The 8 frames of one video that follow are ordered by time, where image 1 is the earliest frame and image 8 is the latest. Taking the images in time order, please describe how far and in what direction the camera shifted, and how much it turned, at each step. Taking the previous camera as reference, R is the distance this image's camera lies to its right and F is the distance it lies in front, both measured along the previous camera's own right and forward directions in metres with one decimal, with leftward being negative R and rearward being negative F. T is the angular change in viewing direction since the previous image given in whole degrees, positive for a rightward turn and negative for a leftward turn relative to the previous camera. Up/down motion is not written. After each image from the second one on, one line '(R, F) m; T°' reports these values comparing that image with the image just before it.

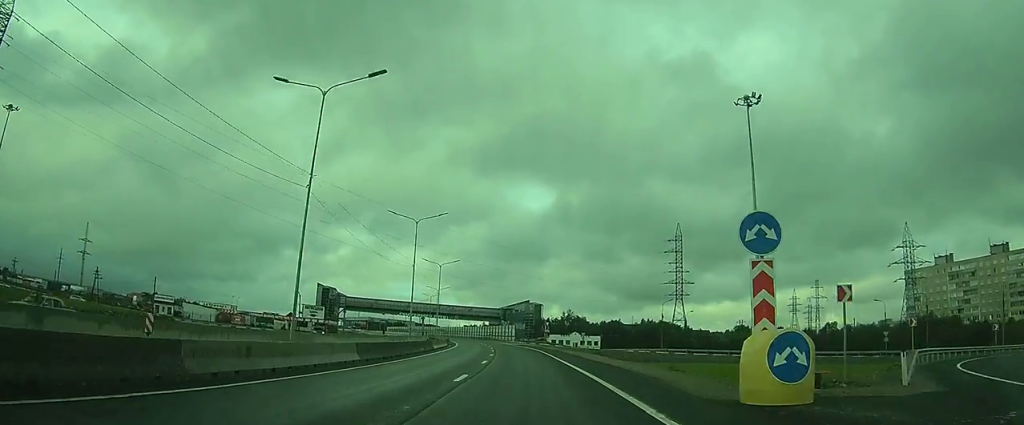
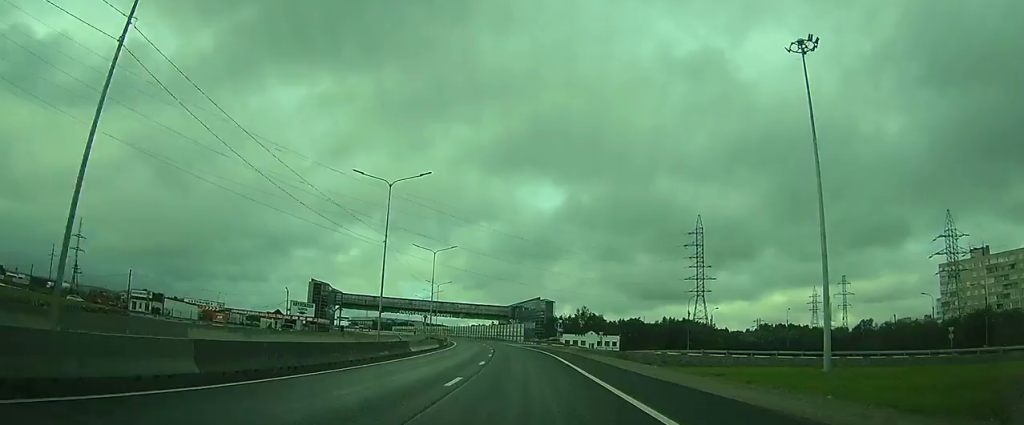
(-0.3, +14.1) m; -1°
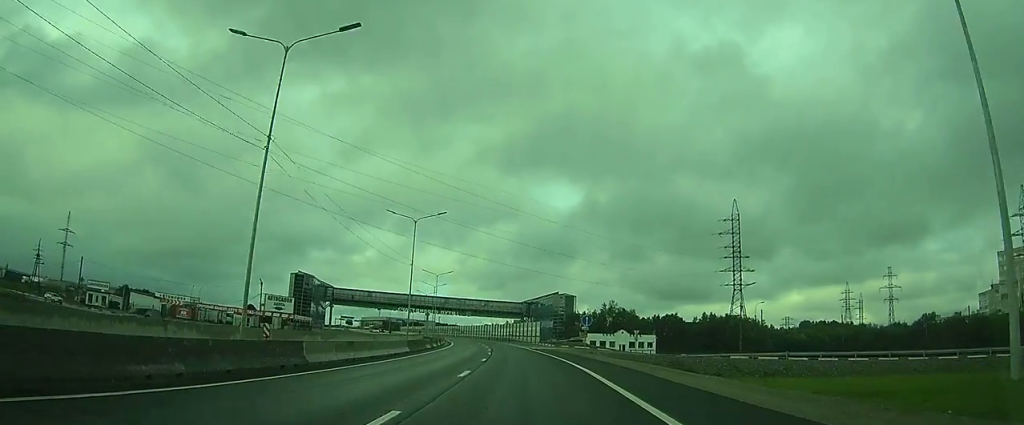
(0.0, +21.3) m; 0°
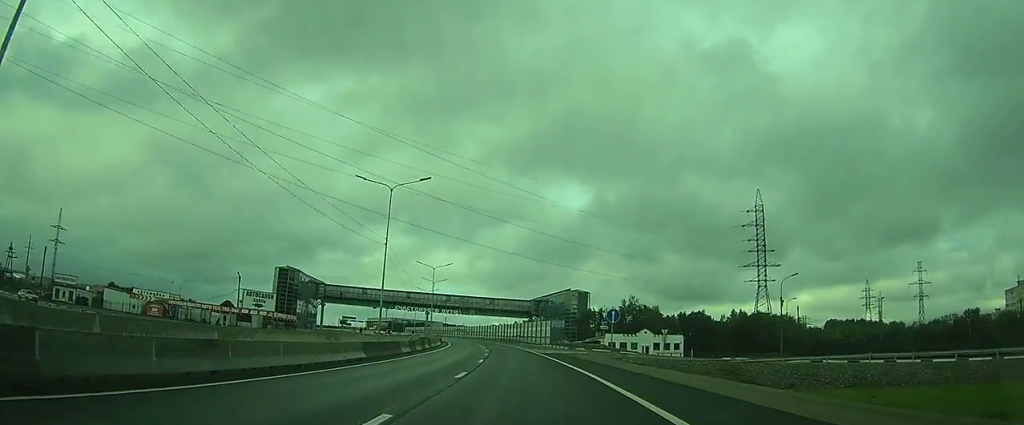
(0.0, +12.6) m; -1°
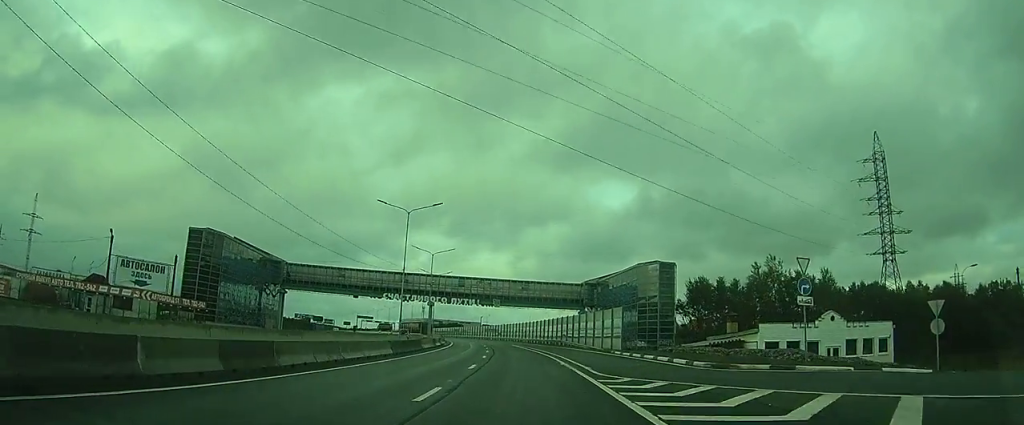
(-1.4, +43.4) m; -4°
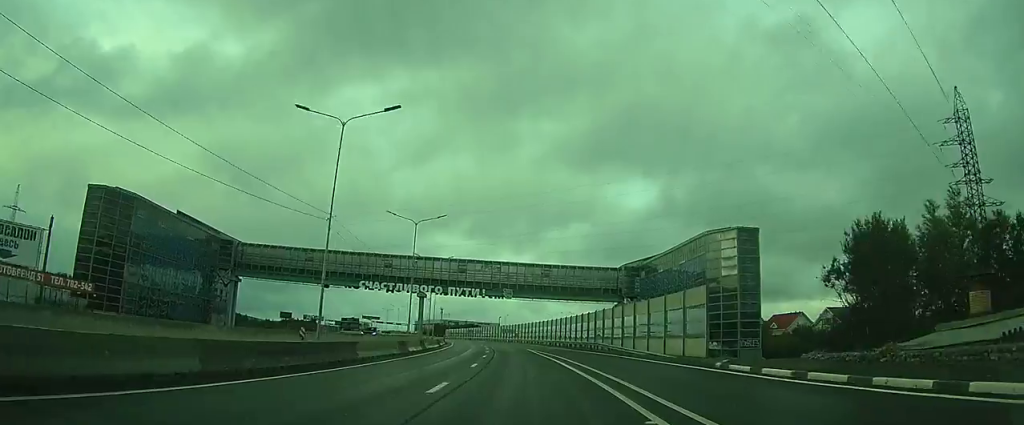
(-0.6, +22.2) m; -6°
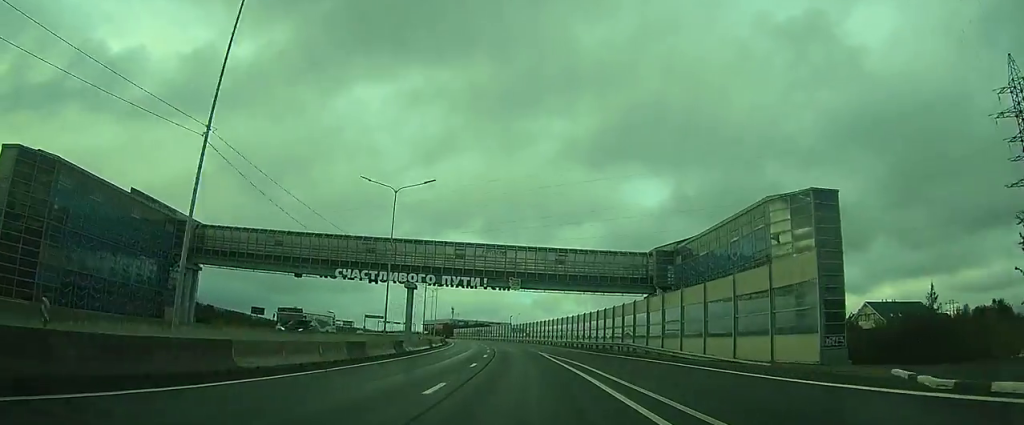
(-0.9, +12.4) m; -3°
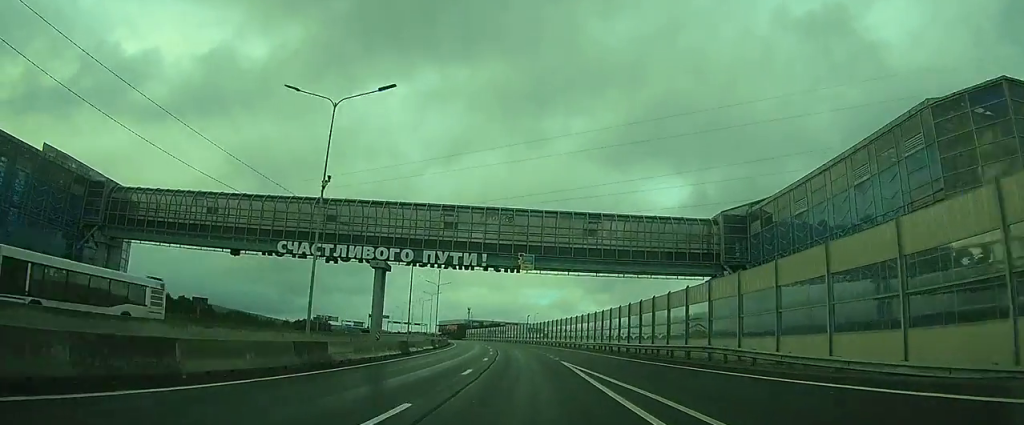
(-0.4, +17.0) m; -1°
